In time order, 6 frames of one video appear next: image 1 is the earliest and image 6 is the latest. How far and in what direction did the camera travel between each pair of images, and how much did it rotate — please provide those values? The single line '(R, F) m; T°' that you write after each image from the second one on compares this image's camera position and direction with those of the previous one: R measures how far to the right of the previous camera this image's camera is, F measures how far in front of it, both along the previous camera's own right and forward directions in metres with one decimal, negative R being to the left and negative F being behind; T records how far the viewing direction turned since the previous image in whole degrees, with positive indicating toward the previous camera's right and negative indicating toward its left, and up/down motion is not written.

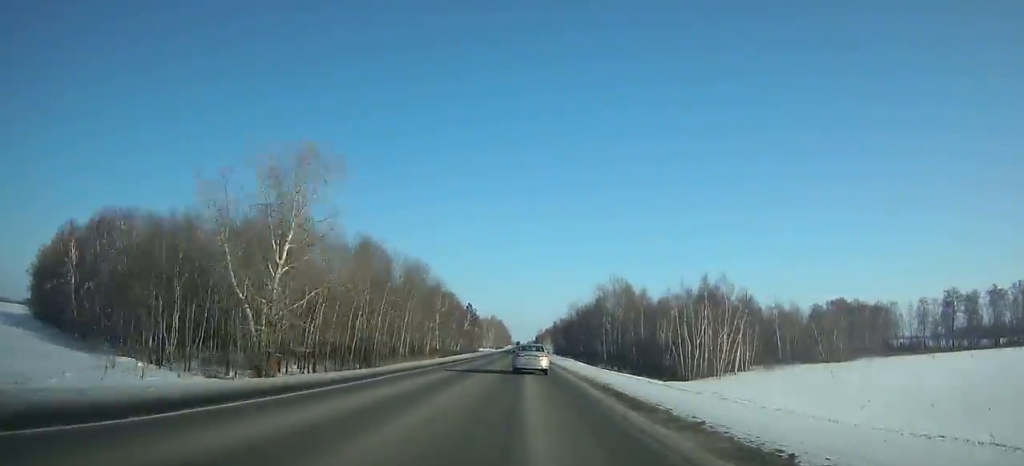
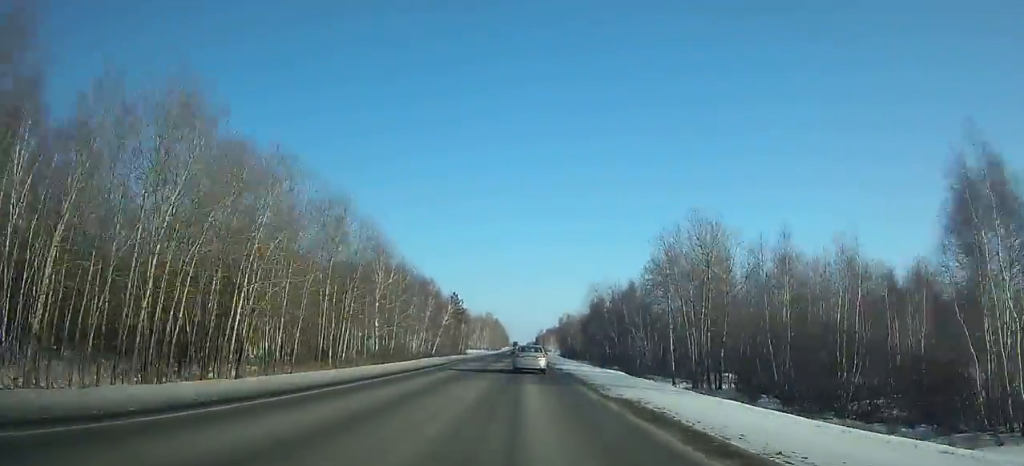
(0.0, +43.3) m; 0°
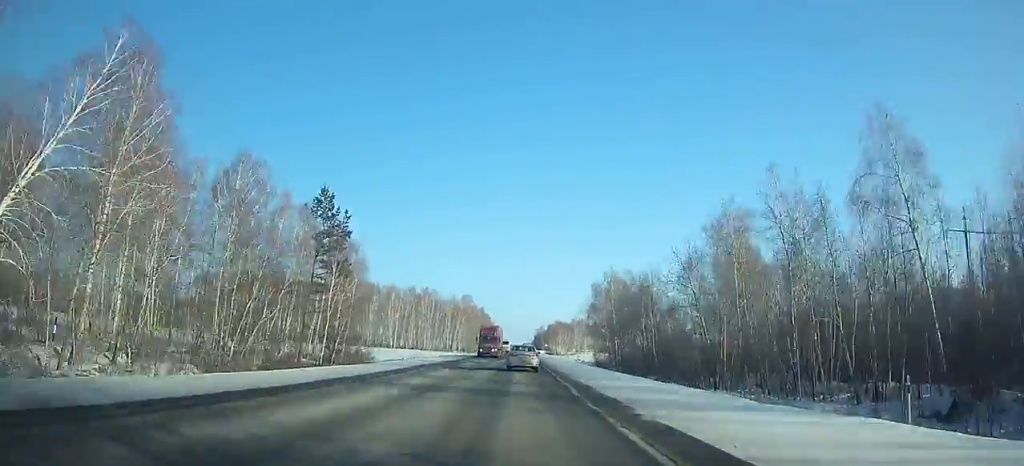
(+0.2, +111.2) m; 0°
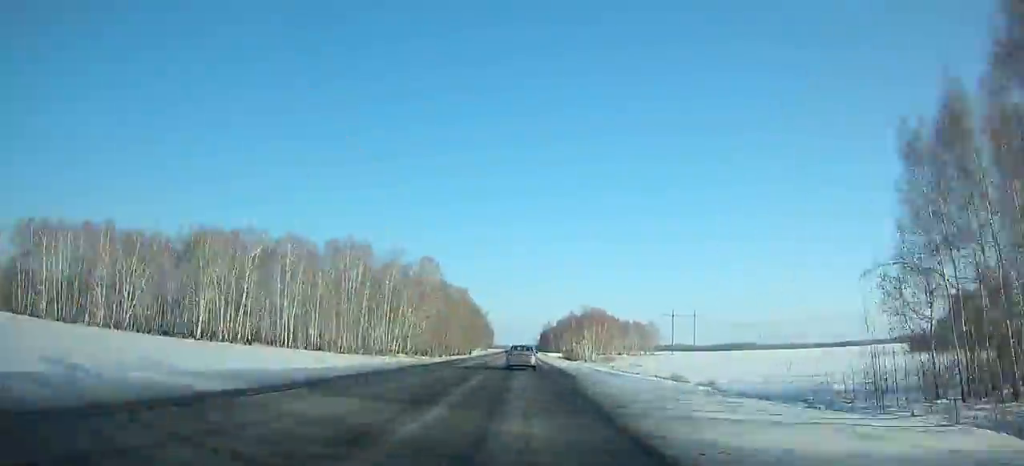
(-0.1, +95.3) m; 0°
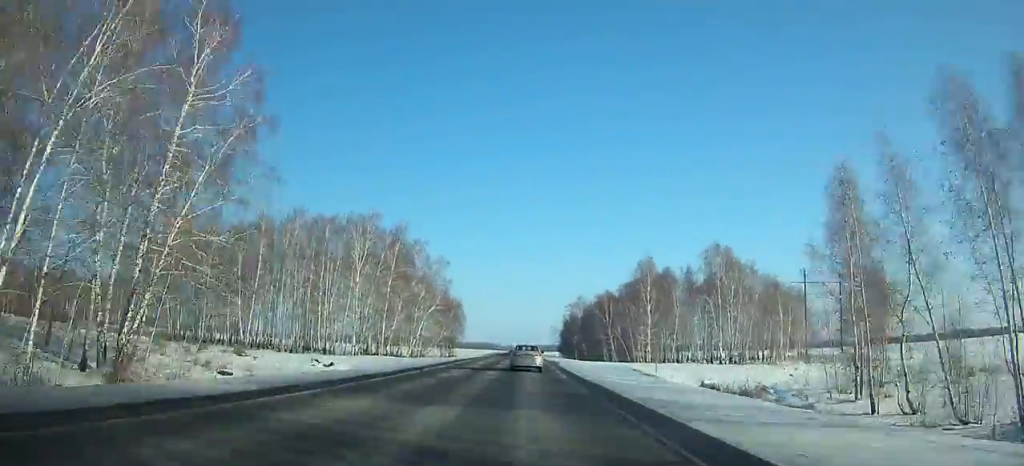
(-1.0, +159.0) m; -1°
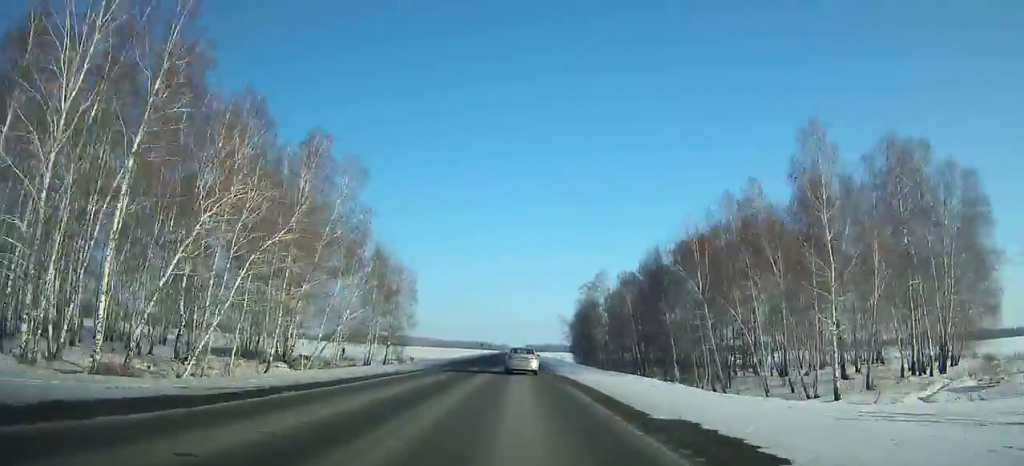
(+0.1, +54.8) m; 0°
